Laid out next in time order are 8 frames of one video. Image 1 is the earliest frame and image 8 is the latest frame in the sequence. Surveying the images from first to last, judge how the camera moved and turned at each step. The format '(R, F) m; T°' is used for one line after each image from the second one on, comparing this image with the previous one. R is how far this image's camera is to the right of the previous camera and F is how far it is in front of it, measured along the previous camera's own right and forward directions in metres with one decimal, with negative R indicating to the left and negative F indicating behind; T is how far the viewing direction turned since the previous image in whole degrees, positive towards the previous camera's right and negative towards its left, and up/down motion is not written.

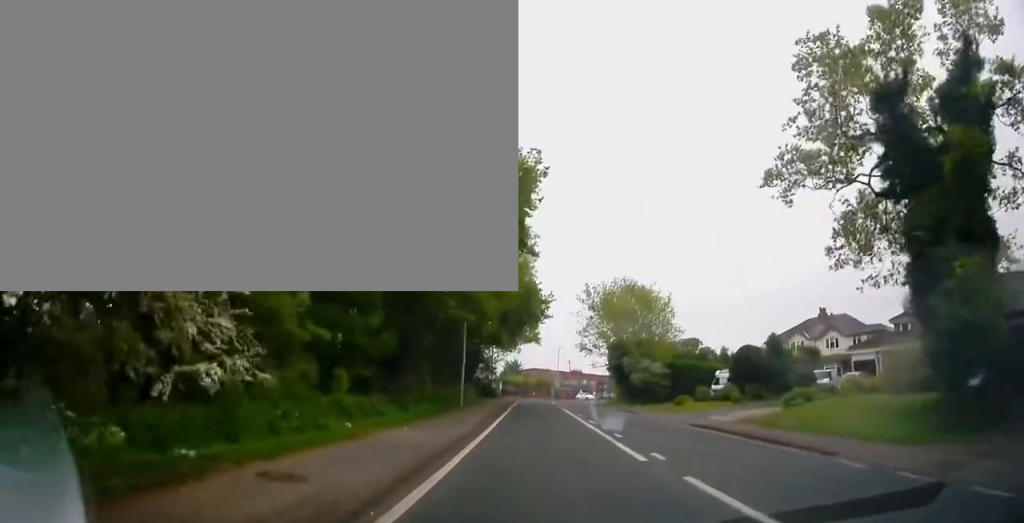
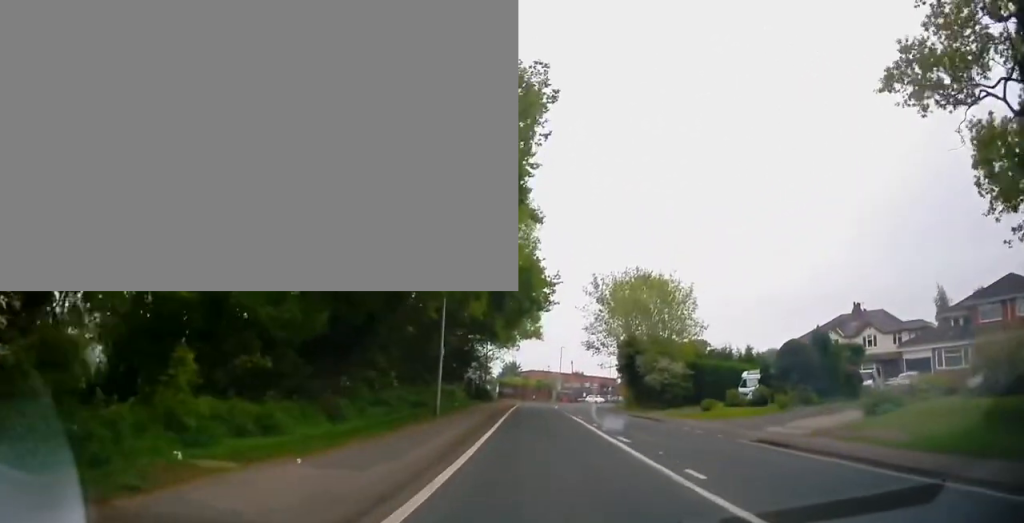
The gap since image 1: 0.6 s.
(-0.1, +7.1) m; 0°
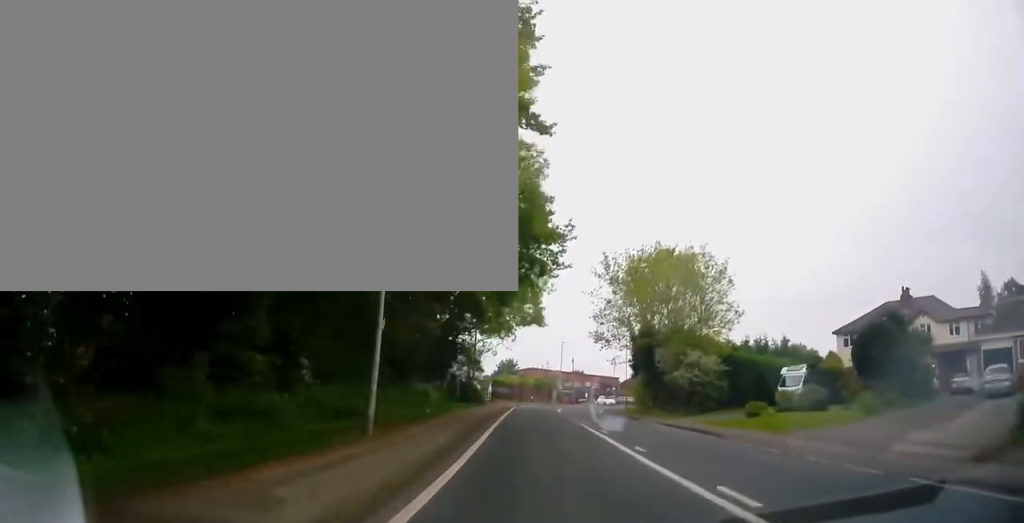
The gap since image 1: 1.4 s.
(+0.2, +8.2) m; 0°
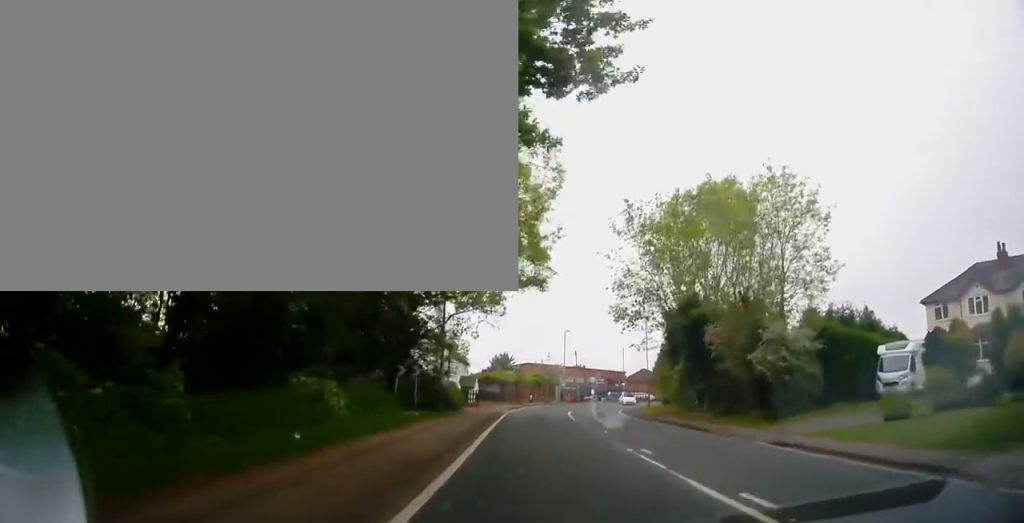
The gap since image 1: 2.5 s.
(-0.2, +12.5) m; -1°
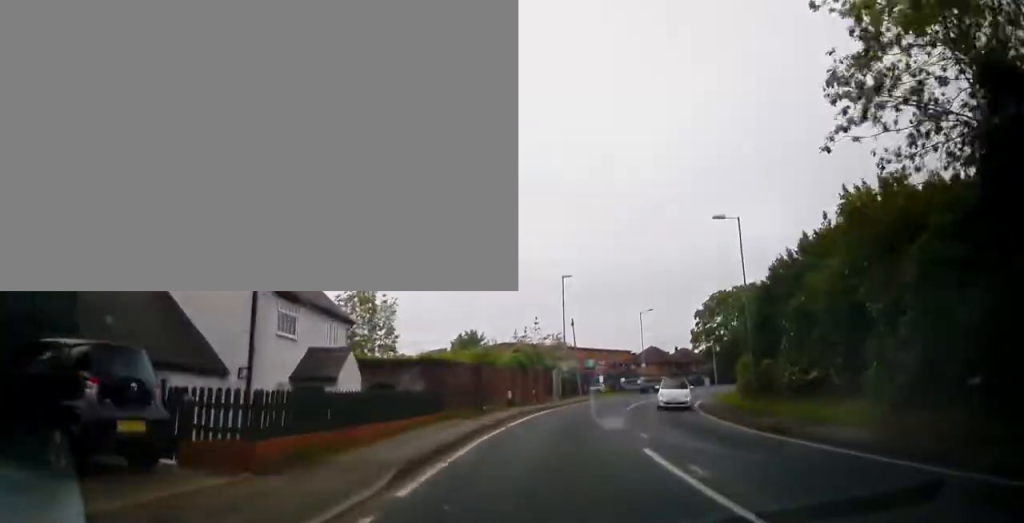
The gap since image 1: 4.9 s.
(+0.4, +27.0) m; +4°
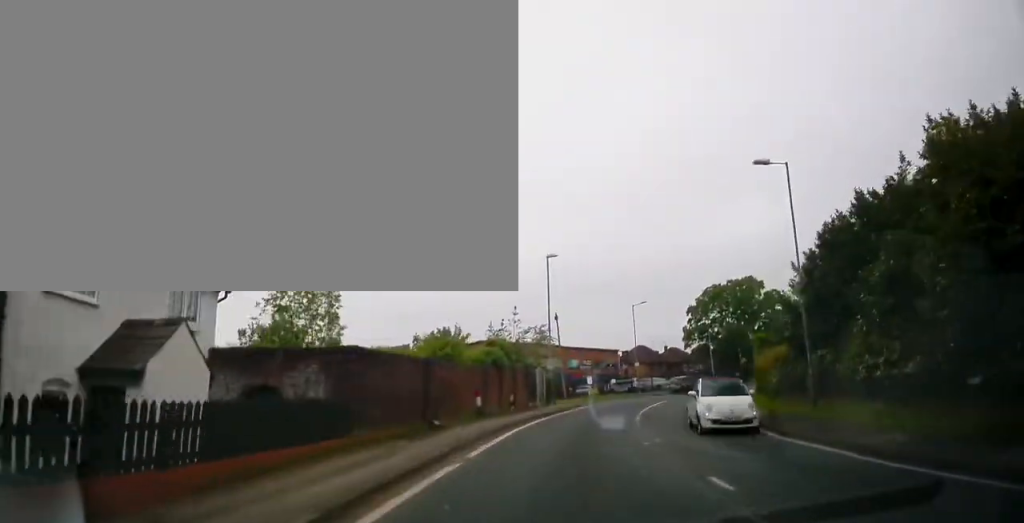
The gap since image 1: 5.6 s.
(+0.3, +7.5) m; +3°
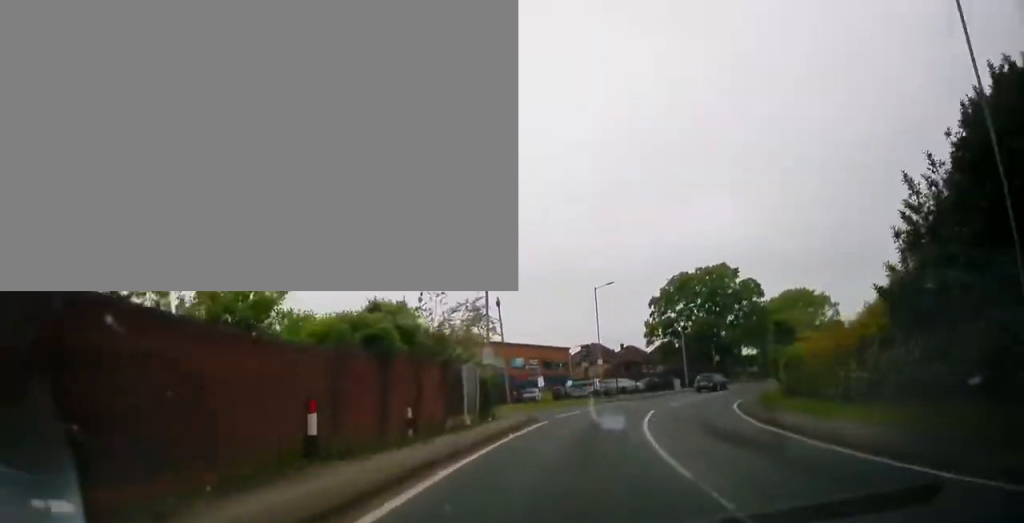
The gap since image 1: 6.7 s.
(+0.3, +11.3) m; +4°
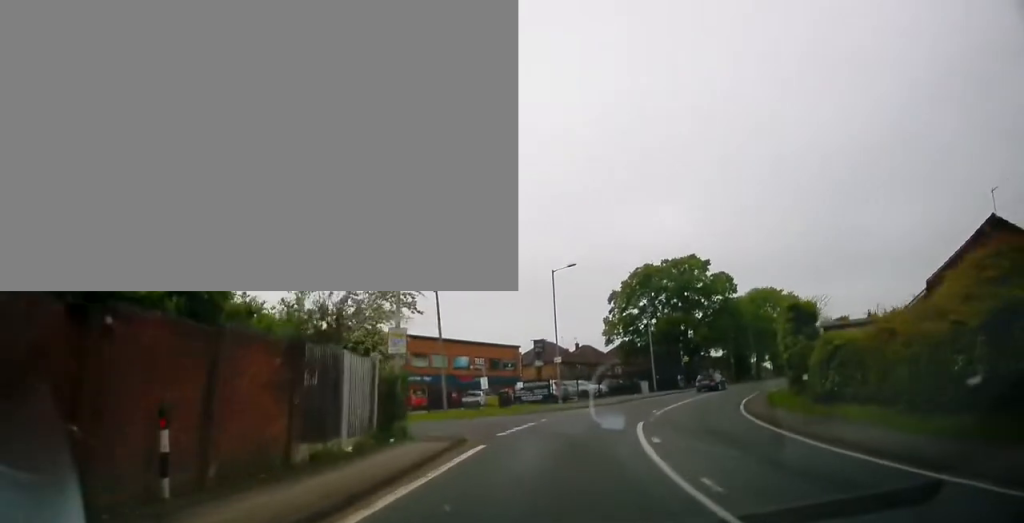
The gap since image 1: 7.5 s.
(+0.3, +8.0) m; +5°
